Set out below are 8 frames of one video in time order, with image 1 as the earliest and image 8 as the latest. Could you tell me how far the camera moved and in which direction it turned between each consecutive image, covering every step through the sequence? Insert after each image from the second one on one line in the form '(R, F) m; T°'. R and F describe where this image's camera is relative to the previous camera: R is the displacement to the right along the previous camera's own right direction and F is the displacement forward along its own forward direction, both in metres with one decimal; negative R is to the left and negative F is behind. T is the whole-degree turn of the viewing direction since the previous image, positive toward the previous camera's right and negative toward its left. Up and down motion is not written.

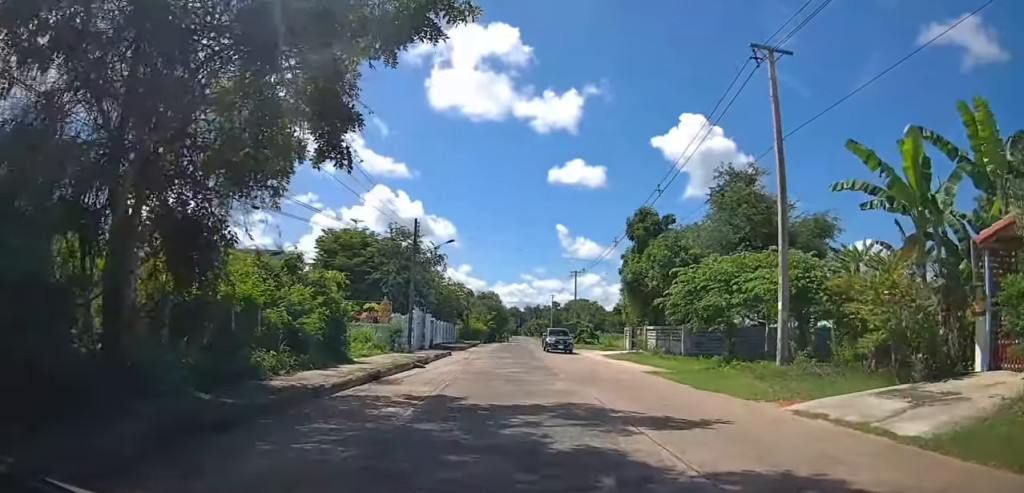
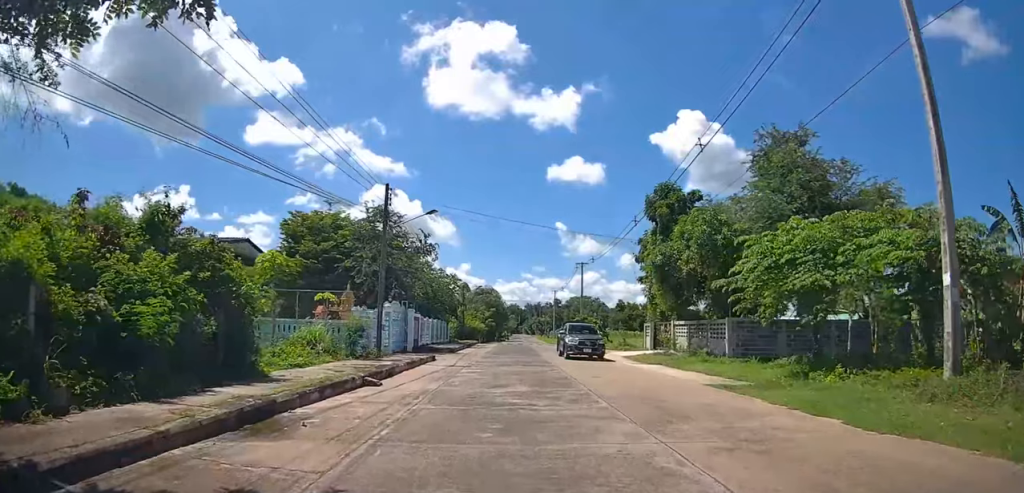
(0.0, +6.4) m; -1°
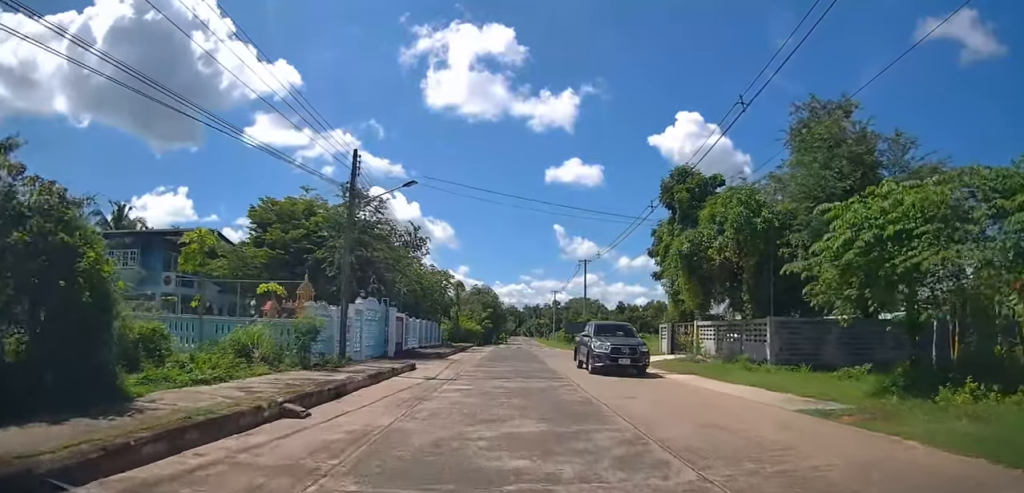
(-0.1, +4.4) m; -1°
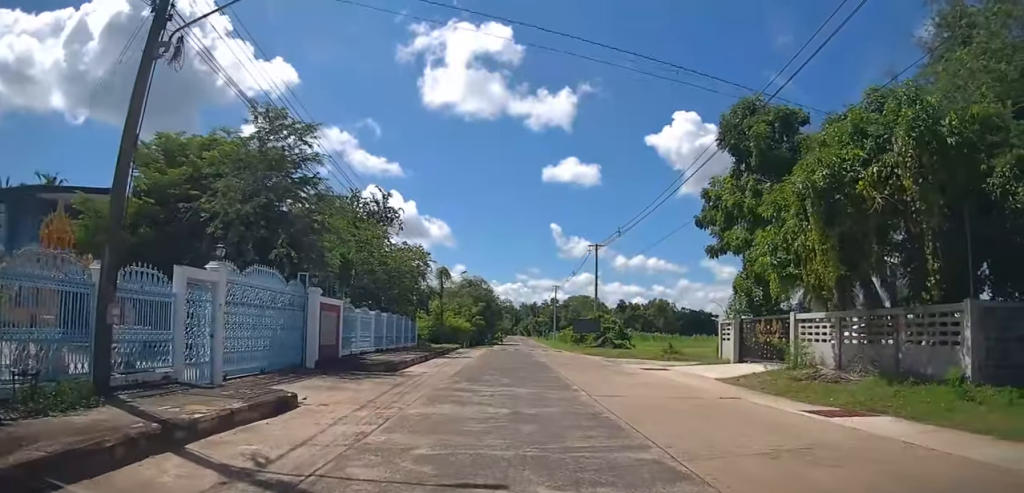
(0.0, +10.7) m; 0°
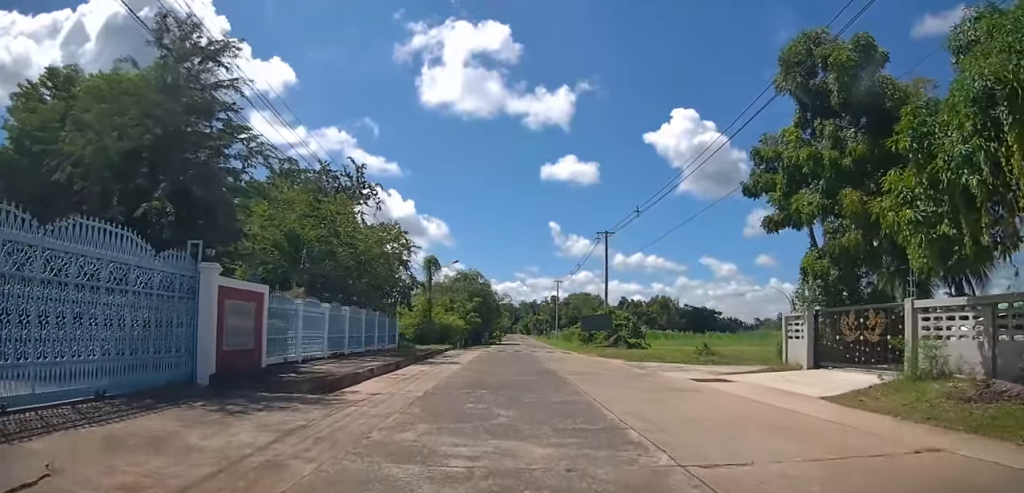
(-0.1, +6.1) m; +2°
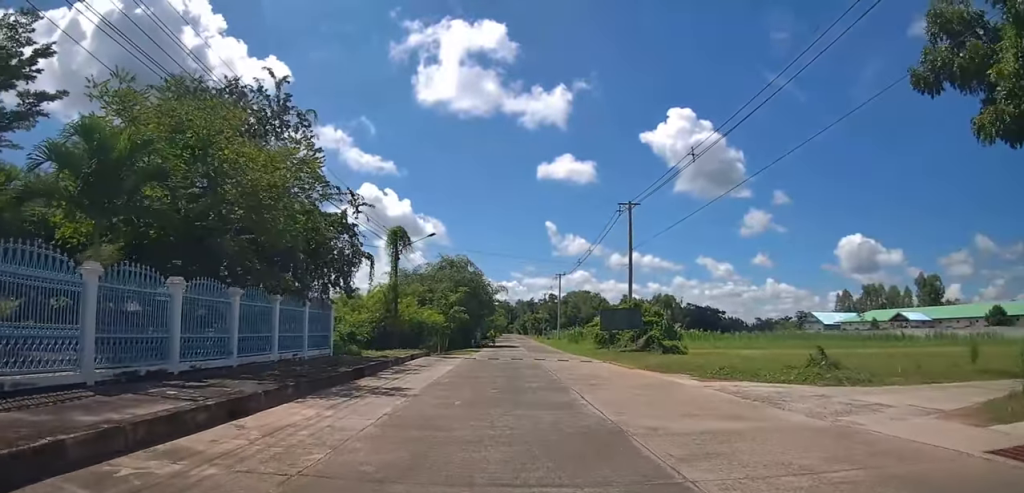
(+0.4, +10.7) m; +2°
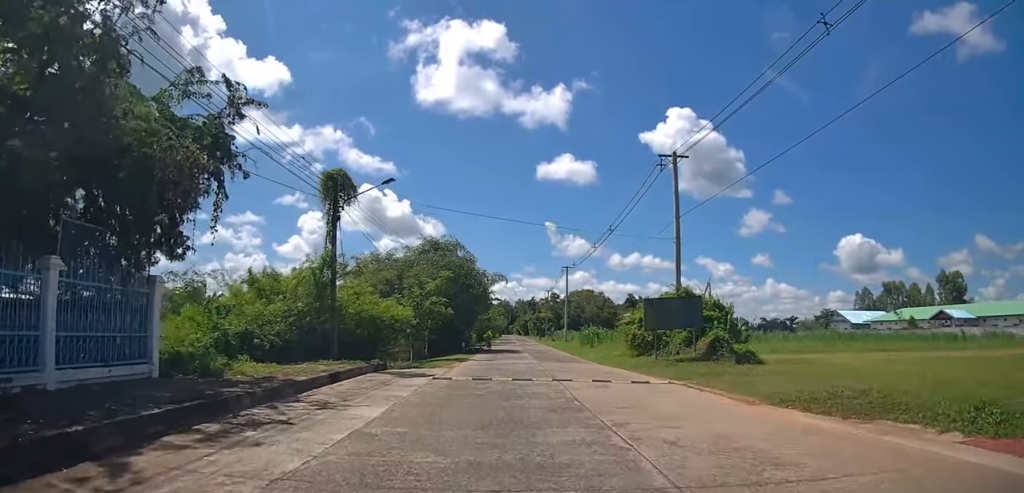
(-0.1, +10.9) m; -1°
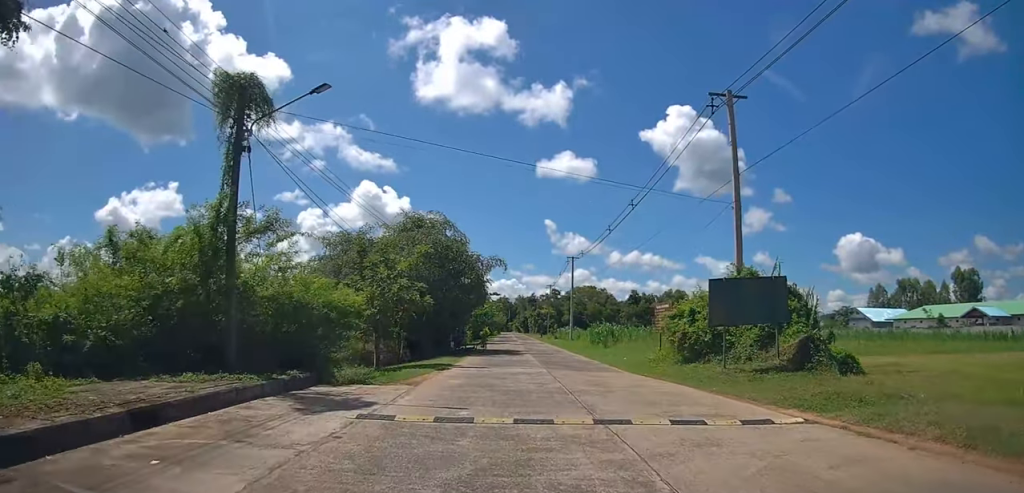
(0.0, +7.7) m; 0°
